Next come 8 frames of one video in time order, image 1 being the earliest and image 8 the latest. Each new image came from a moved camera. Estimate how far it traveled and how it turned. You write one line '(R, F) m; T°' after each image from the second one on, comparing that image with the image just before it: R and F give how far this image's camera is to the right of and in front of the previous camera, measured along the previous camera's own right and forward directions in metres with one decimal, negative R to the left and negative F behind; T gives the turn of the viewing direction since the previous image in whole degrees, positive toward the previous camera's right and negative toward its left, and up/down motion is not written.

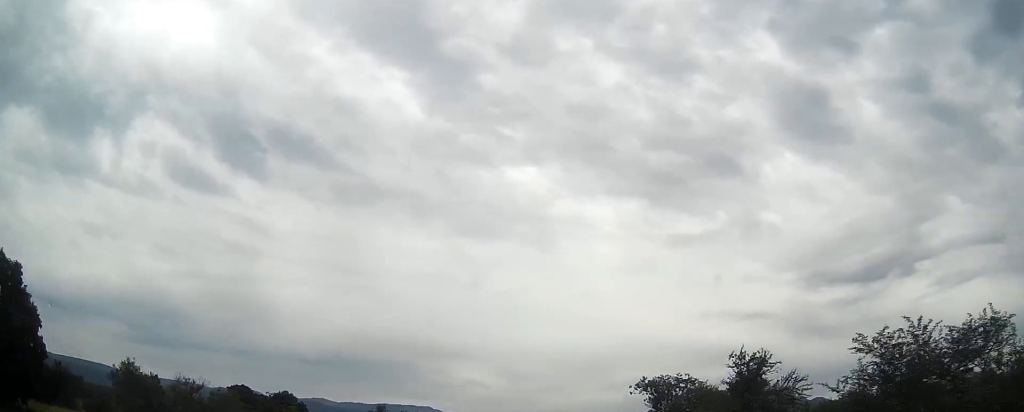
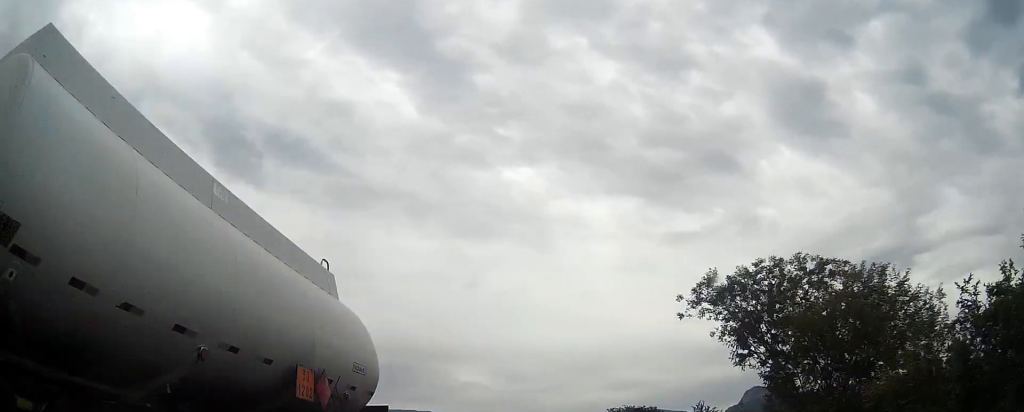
(0.0, +33.5) m; 0°
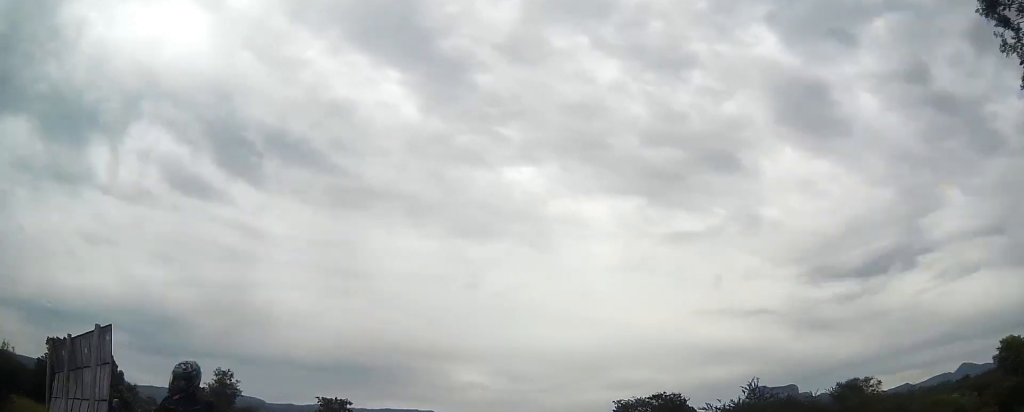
(+0.2, +18.8) m; 0°
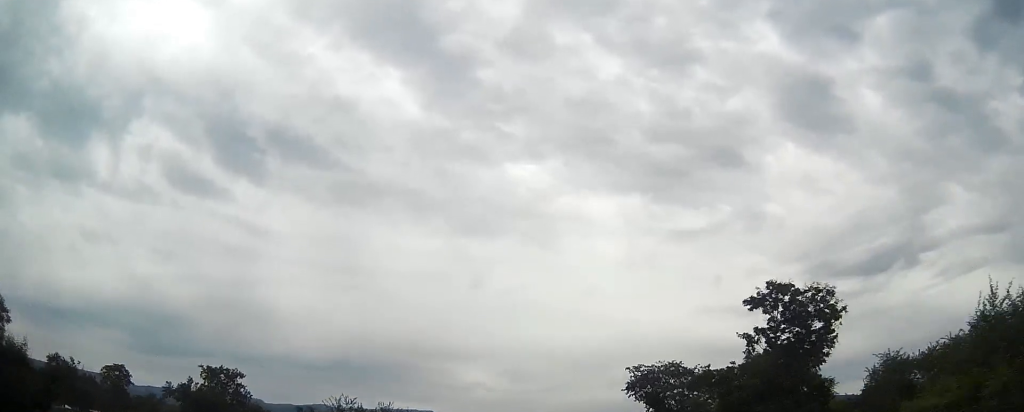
(-0.1, +35.1) m; 0°
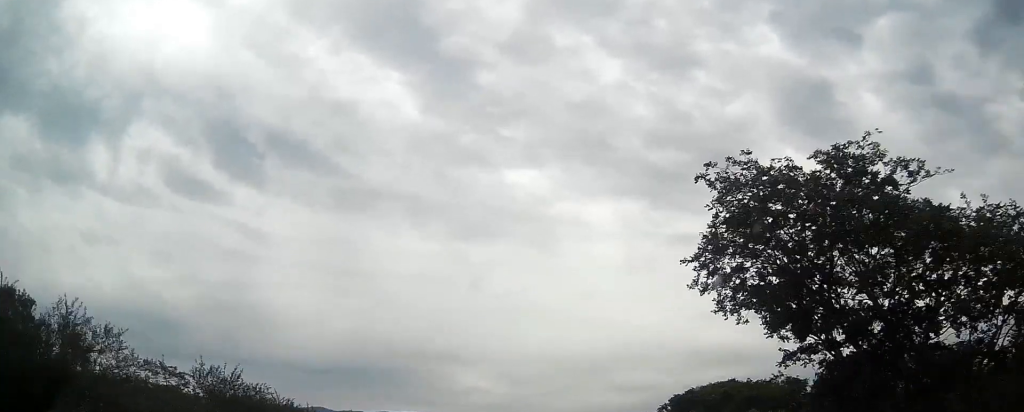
(-0.2, +35.5) m; 0°
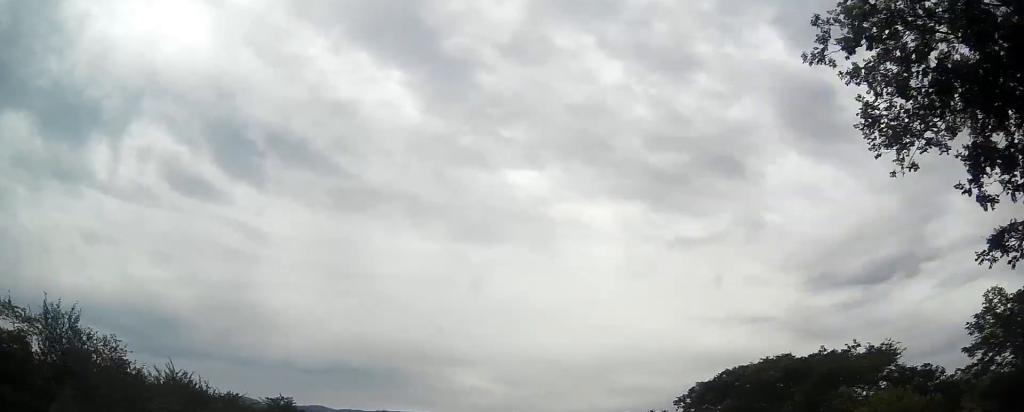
(0.0, +11.7) m; 0°
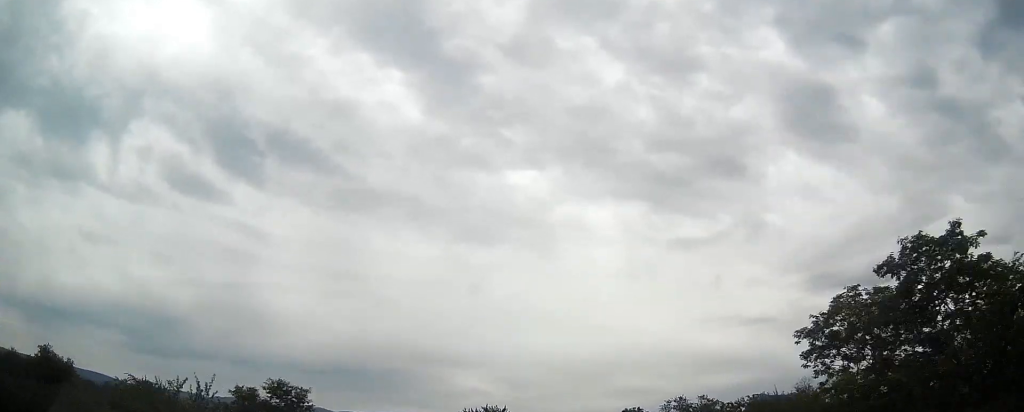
(+0.1, +25.5) m; 0°
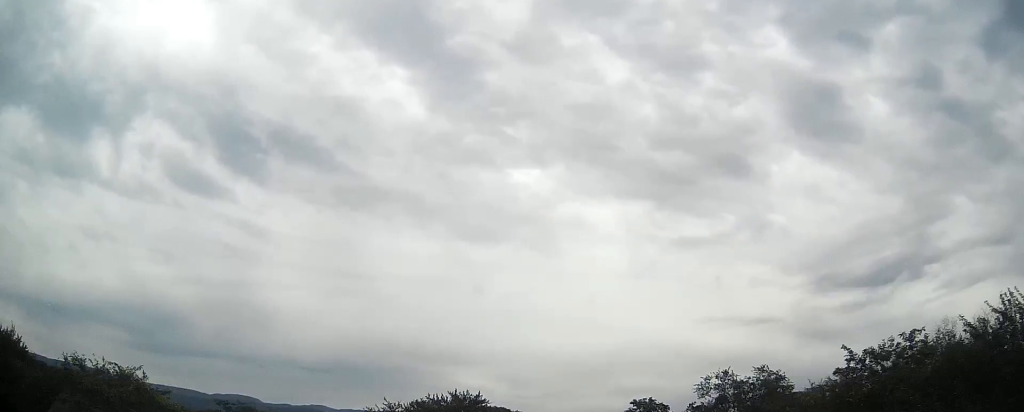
(+0.2, +16.8) m; 0°
